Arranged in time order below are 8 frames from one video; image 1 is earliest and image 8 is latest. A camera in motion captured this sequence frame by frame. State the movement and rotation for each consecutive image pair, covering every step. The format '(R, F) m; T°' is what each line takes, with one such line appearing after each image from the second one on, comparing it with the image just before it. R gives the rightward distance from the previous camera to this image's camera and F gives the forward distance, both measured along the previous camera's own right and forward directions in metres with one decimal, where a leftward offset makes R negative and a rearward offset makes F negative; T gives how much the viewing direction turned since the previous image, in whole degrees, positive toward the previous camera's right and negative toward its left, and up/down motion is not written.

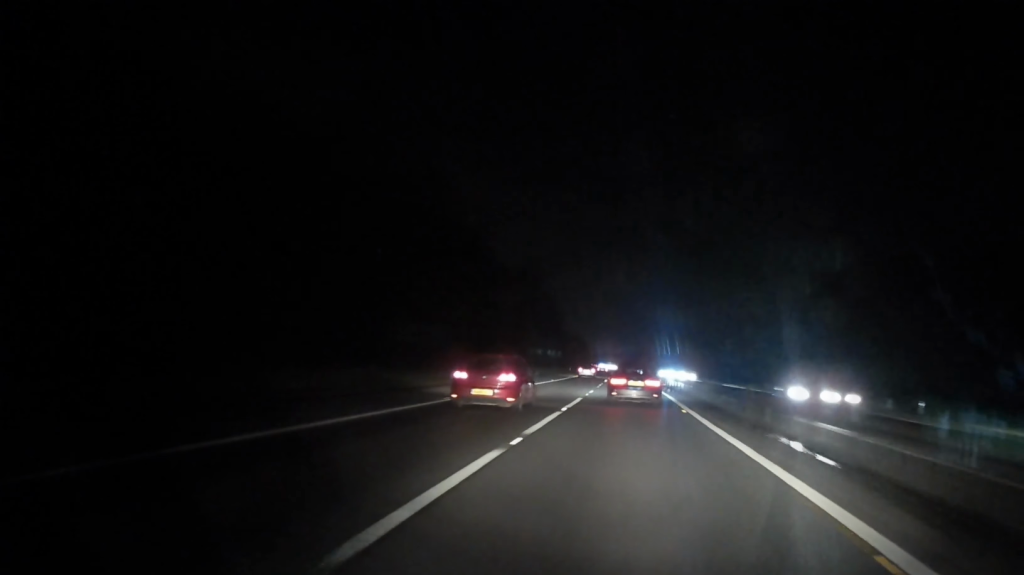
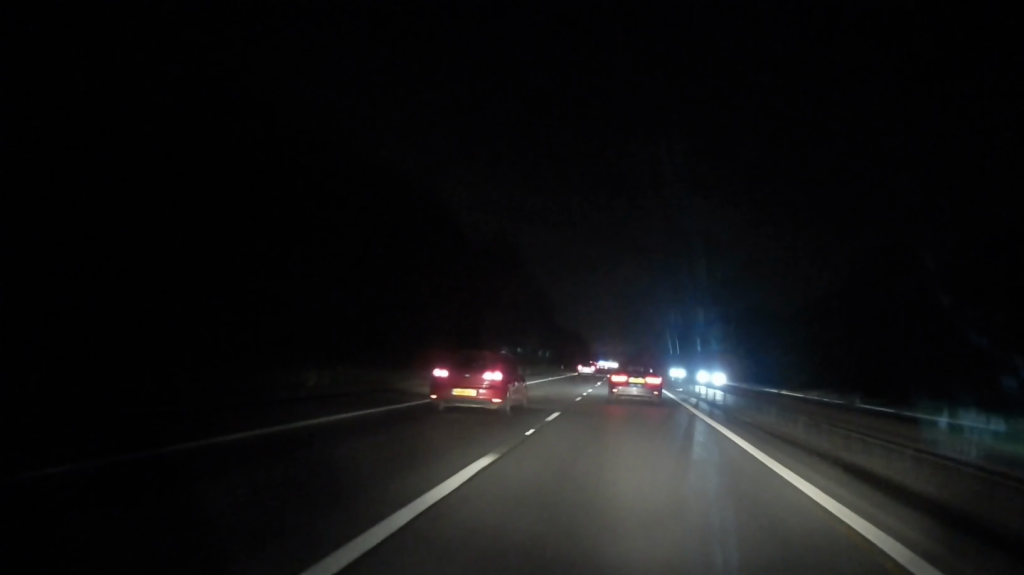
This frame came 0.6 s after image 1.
(0.0, +19.6) m; 0°
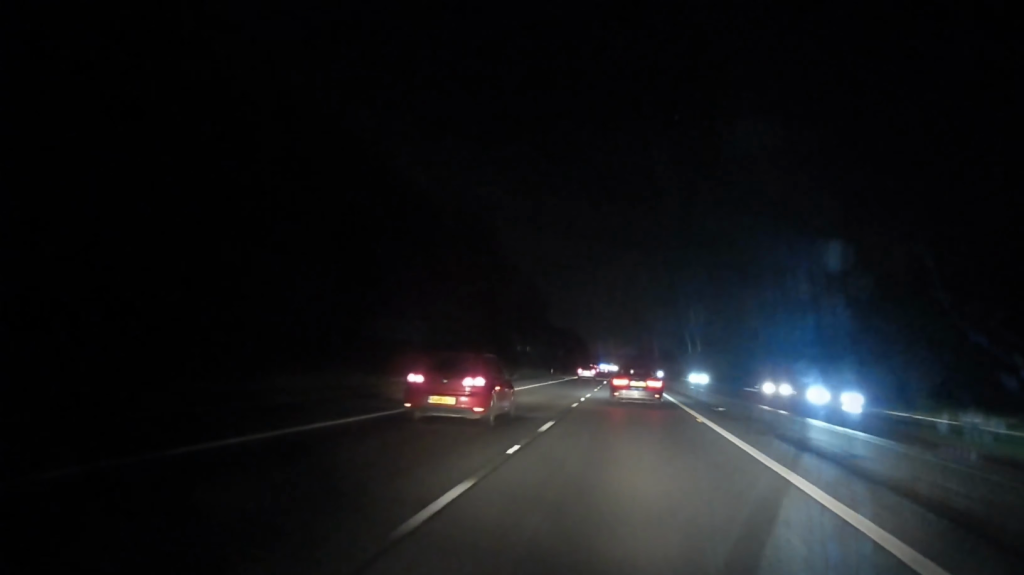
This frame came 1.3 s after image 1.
(0.0, +20.0) m; 0°
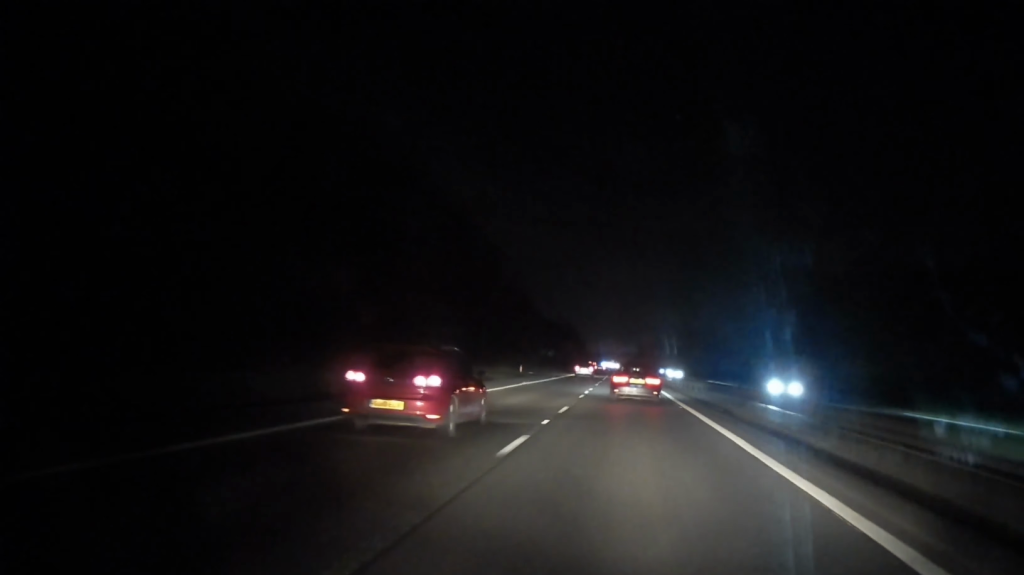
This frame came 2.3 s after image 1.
(0.0, +30.5) m; 0°
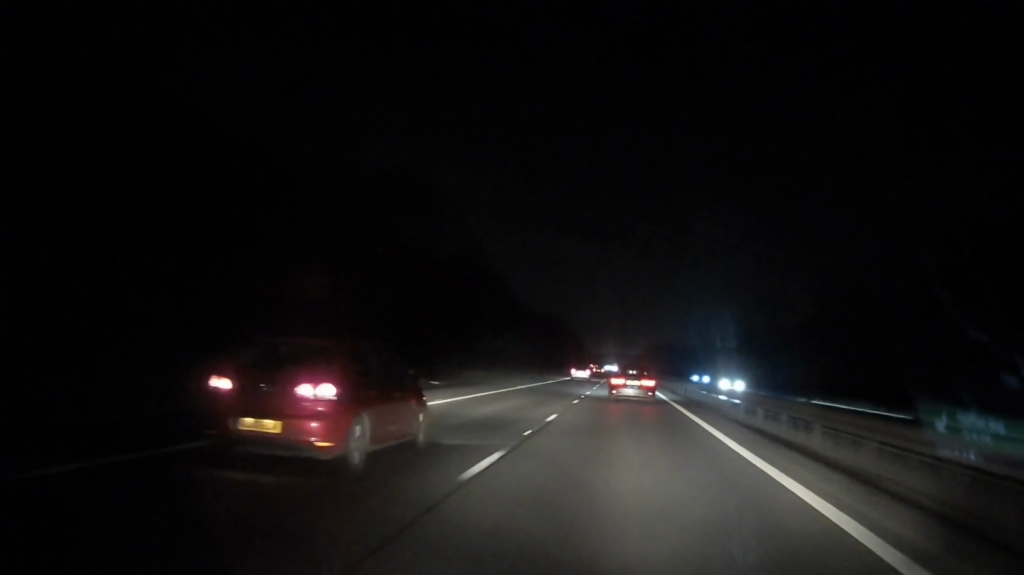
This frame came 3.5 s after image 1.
(0.0, +37.8) m; 0°
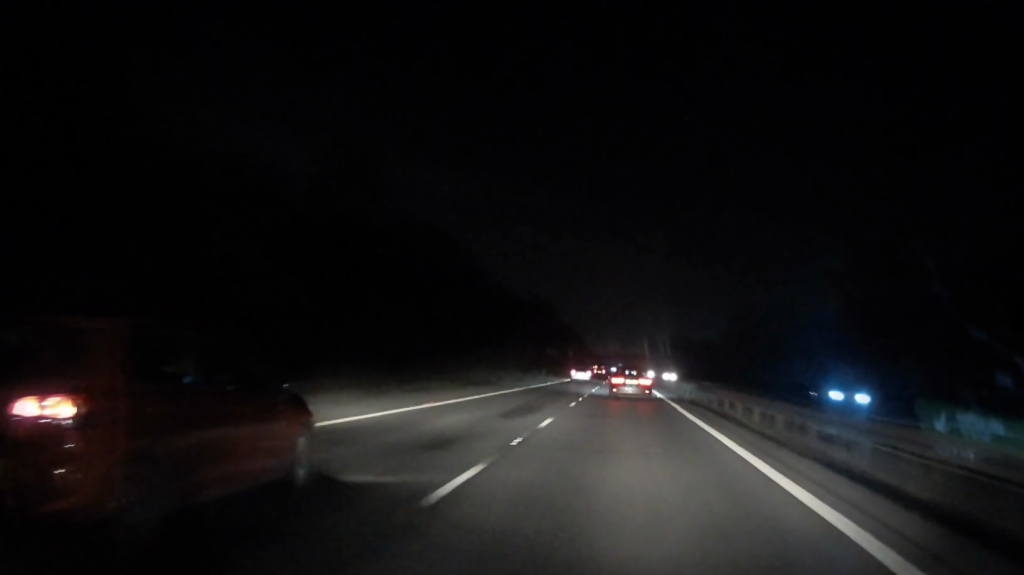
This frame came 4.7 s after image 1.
(-0.1, +38.4) m; 0°
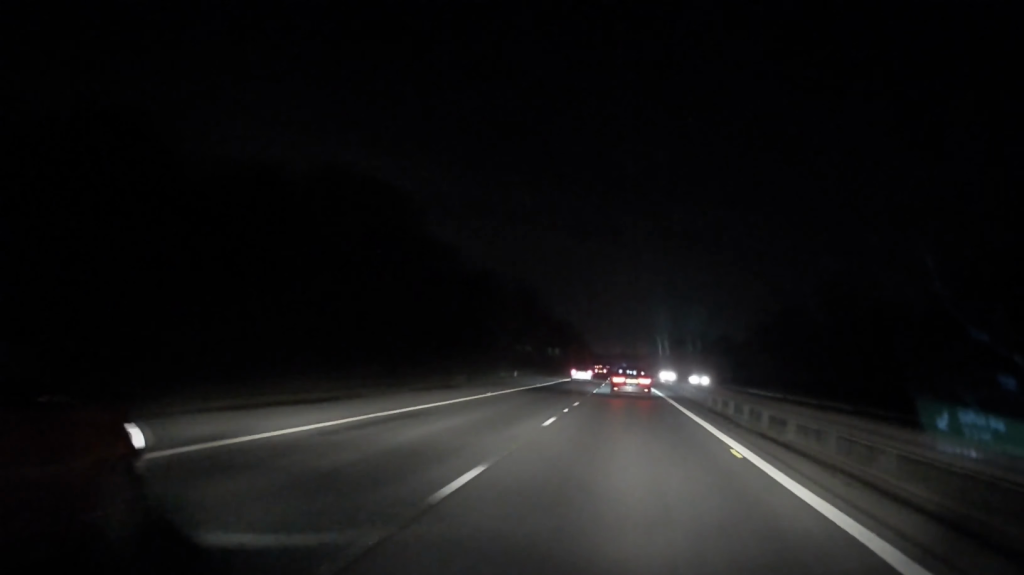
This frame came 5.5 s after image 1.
(0.0, +26.9) m; 0°
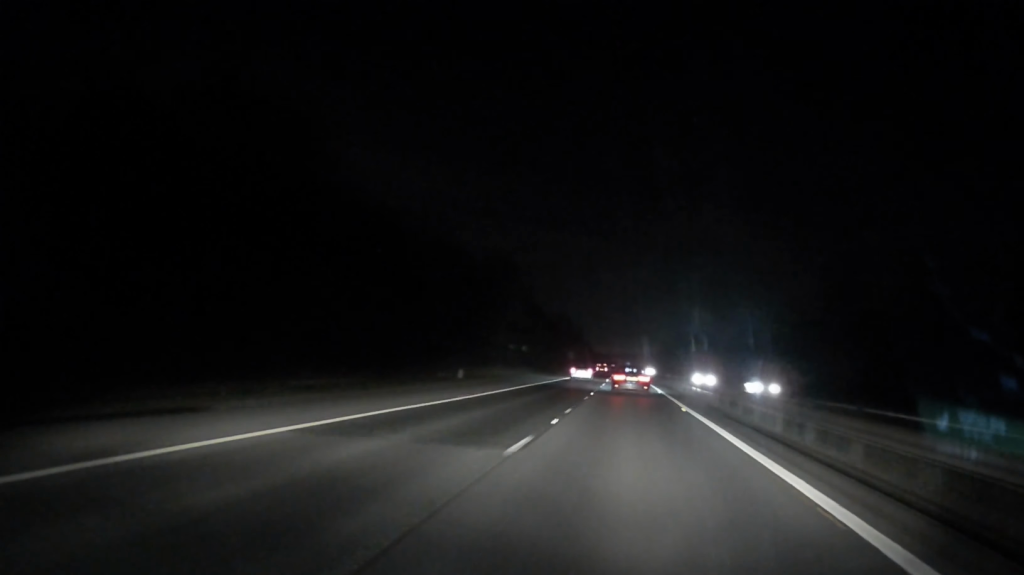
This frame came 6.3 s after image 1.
(0.0, +24.1) m; -1°
